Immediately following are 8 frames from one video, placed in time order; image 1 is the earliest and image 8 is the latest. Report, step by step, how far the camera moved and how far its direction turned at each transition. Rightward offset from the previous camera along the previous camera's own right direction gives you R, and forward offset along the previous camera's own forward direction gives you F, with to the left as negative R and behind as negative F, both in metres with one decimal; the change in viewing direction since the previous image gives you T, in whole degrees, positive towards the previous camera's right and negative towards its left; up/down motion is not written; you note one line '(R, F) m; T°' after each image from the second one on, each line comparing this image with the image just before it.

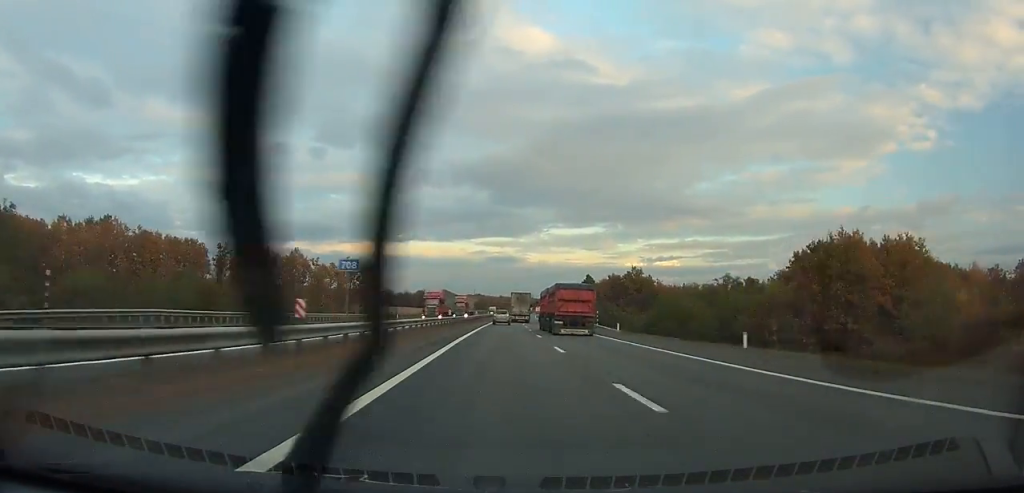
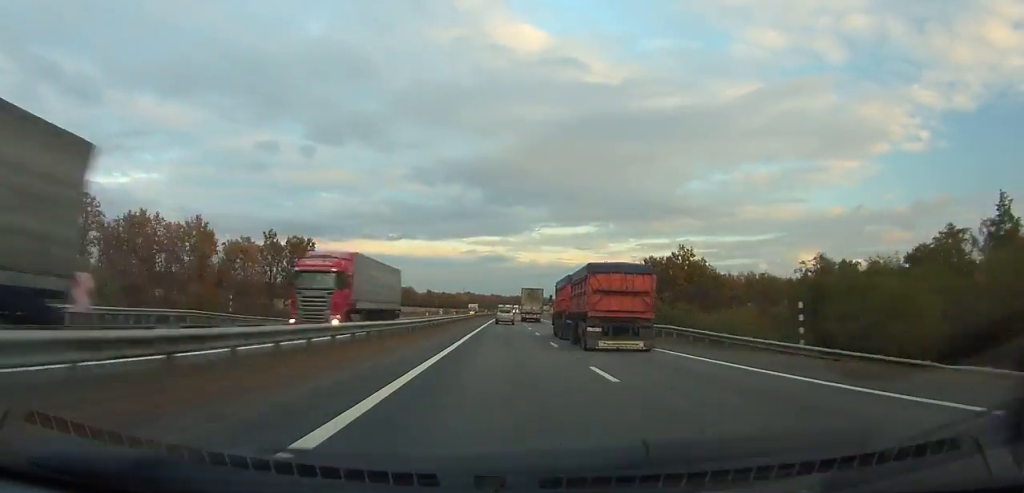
(+0.1, +42.2) m; +1°
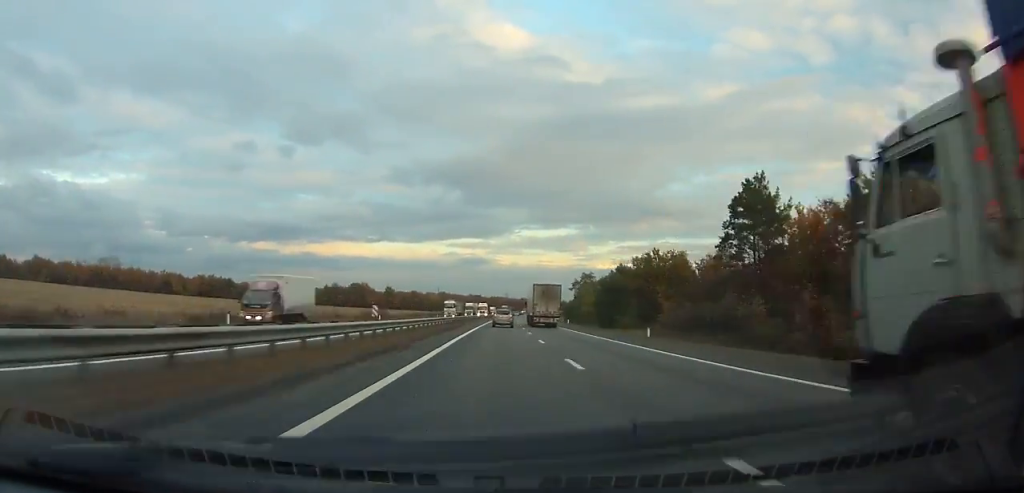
(+1.6, +88.5) m; +2°
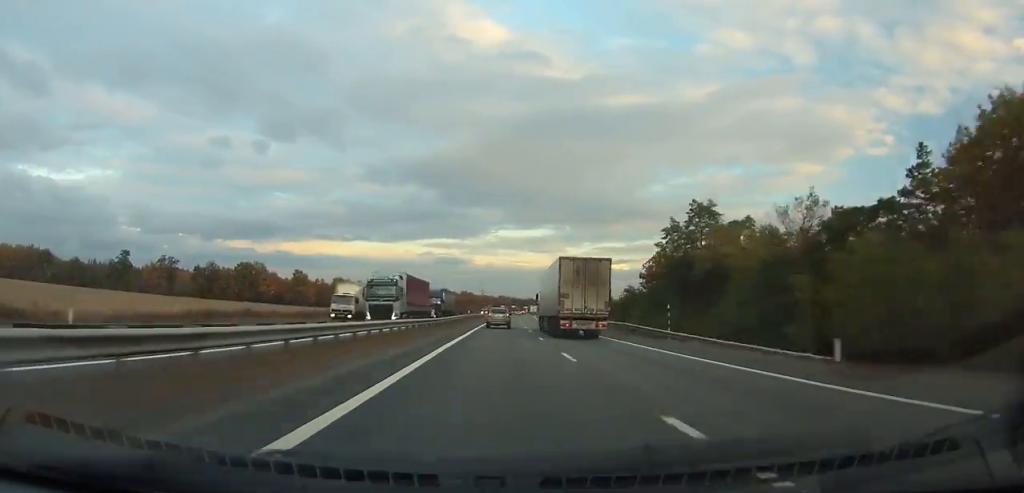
(+3.3, +118.0) m; +2°
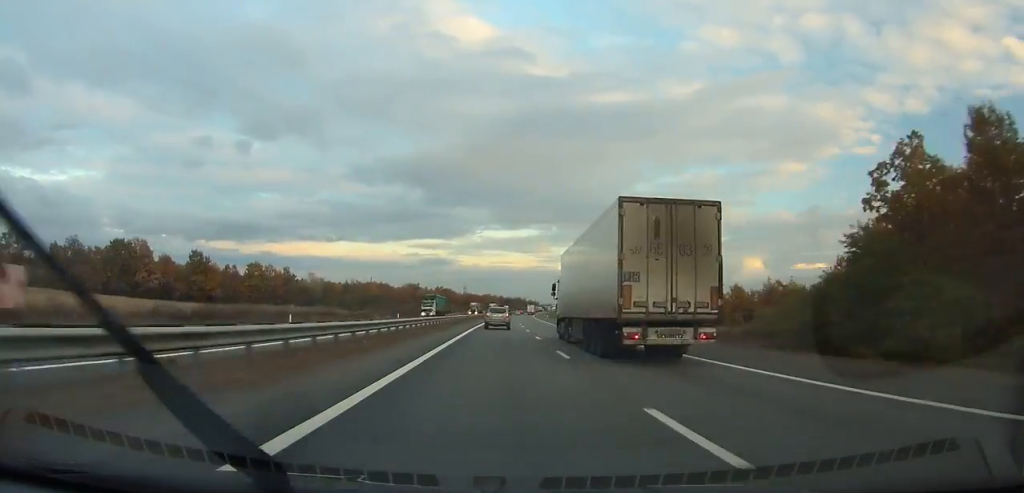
(+0.4, +62.3) m; +1°
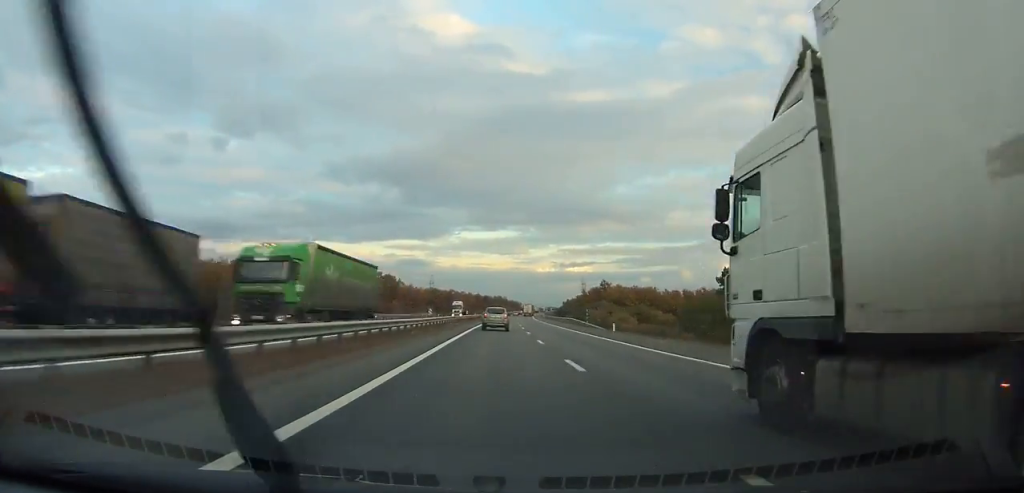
(+1.5, +96.0) m; +2°
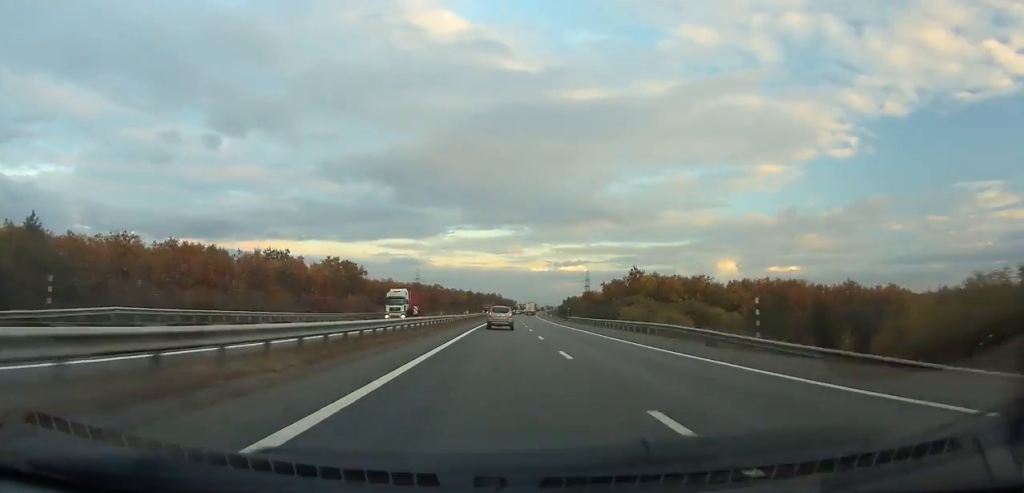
(+0.4, +38.8) m; +1°
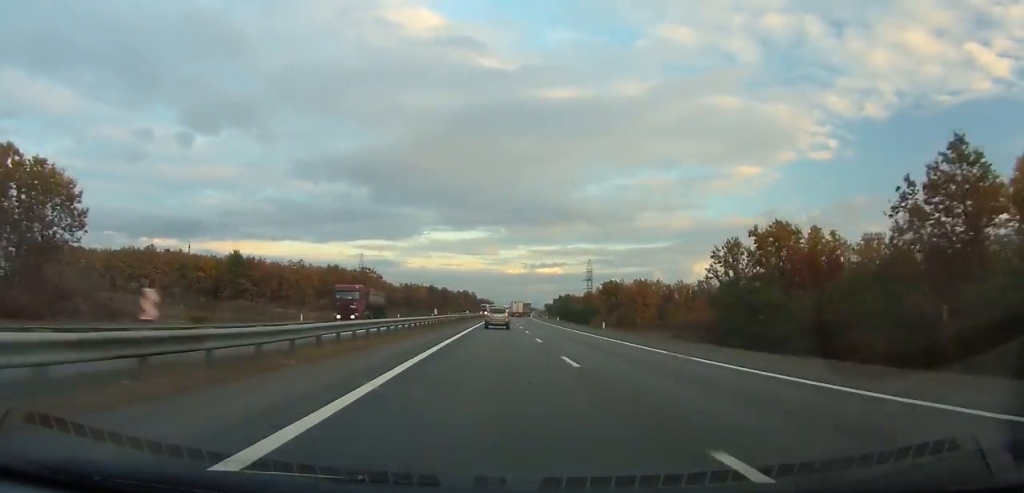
(+1.5, +91.2) m; +2°
